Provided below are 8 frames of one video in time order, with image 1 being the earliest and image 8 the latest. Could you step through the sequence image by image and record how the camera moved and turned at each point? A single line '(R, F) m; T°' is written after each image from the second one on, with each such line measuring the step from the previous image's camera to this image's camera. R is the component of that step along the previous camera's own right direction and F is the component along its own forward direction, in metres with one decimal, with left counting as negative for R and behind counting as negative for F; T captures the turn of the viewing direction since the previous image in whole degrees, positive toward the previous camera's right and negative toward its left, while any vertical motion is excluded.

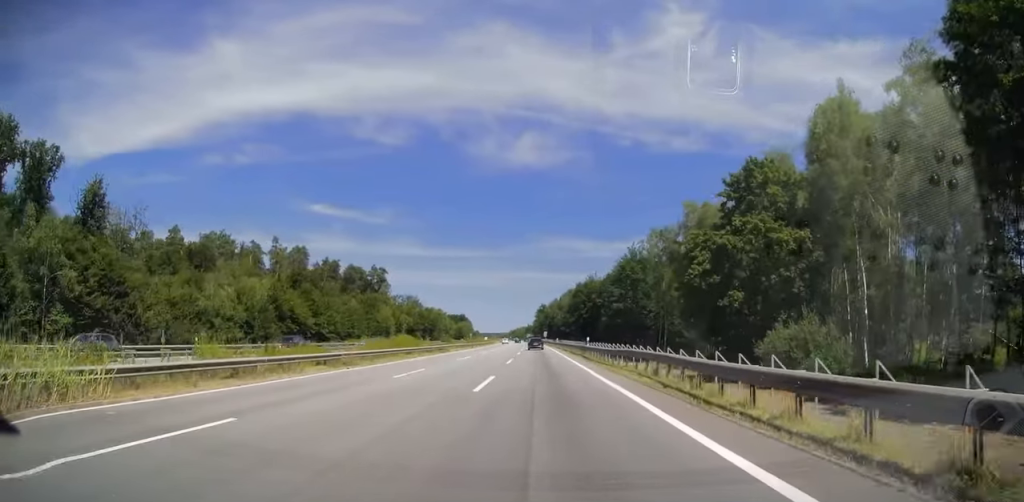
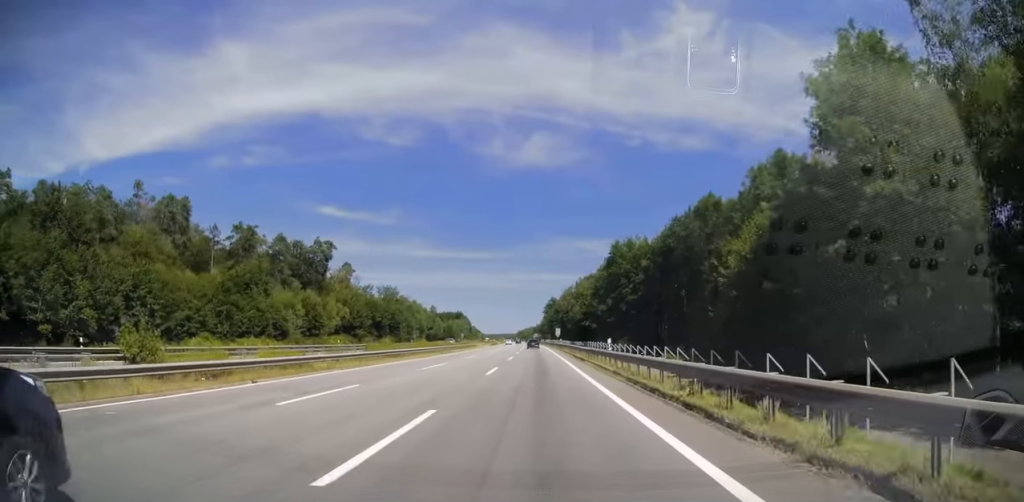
(-1.7, +63.8) m; -2°
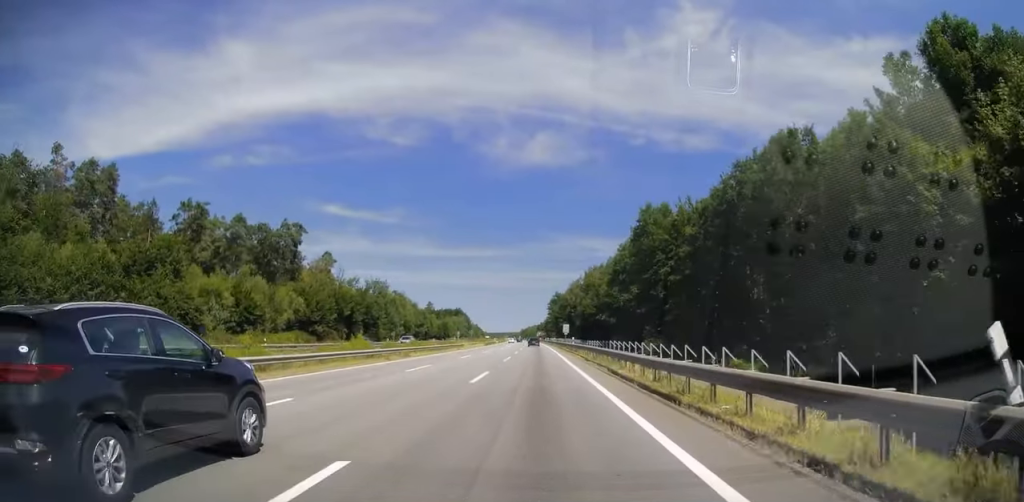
(+0.1, +23.2) m; 0°
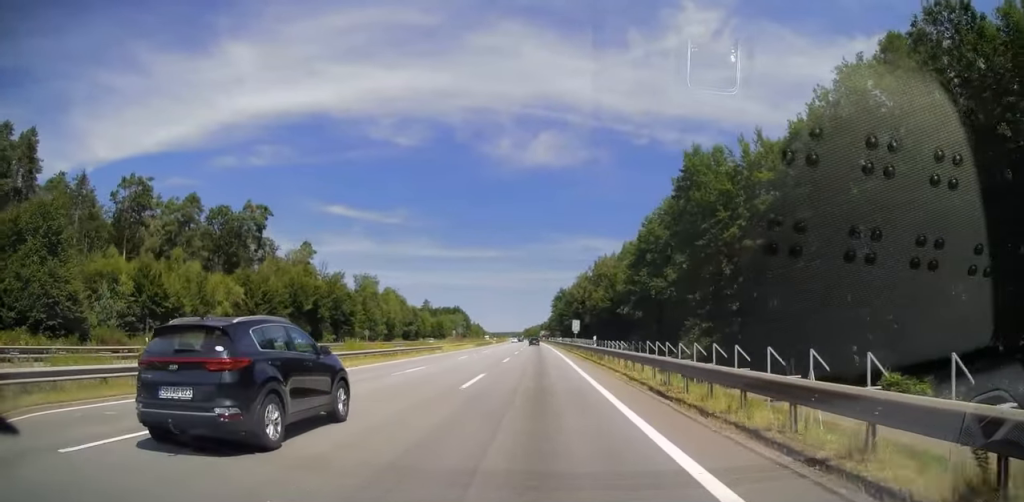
(-0.2, +19.7) m; -1°
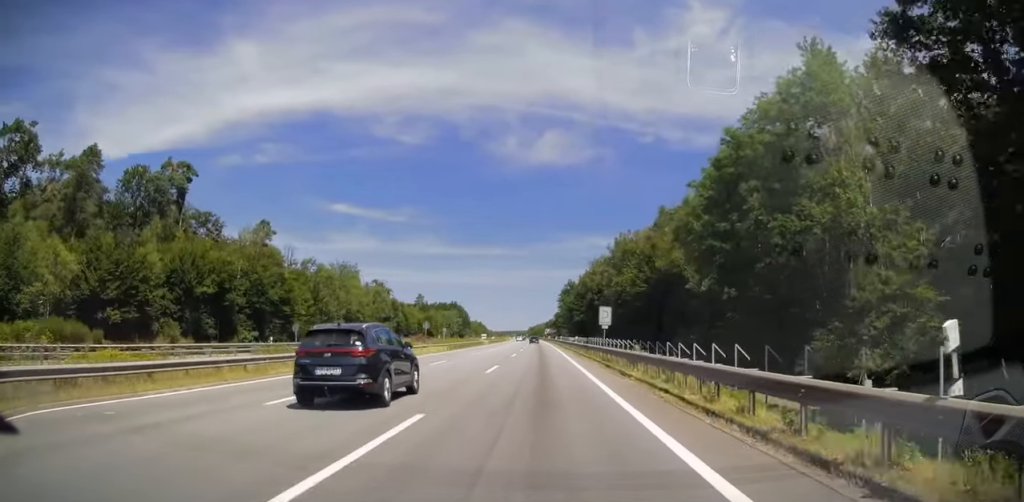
(-0.2, +30.1) m; -1°
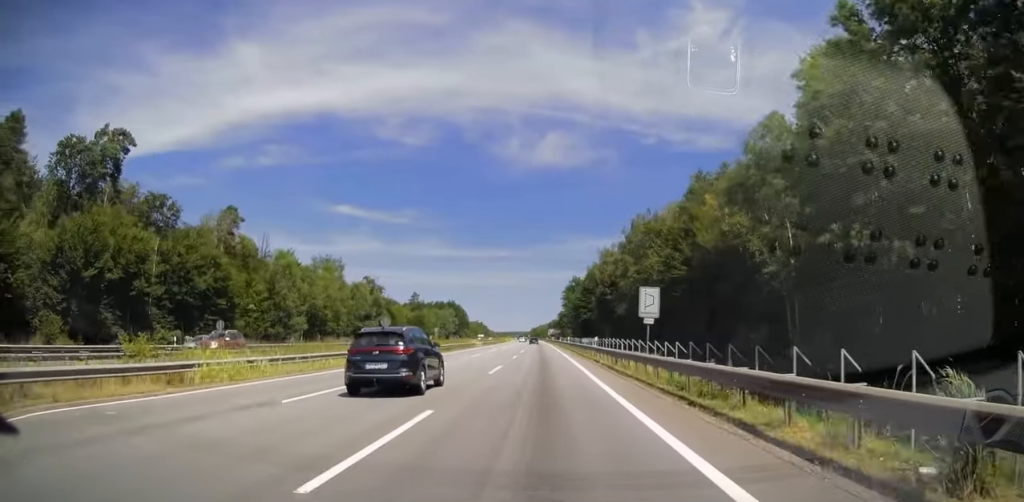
(-0.1, +17.3) m; 0°
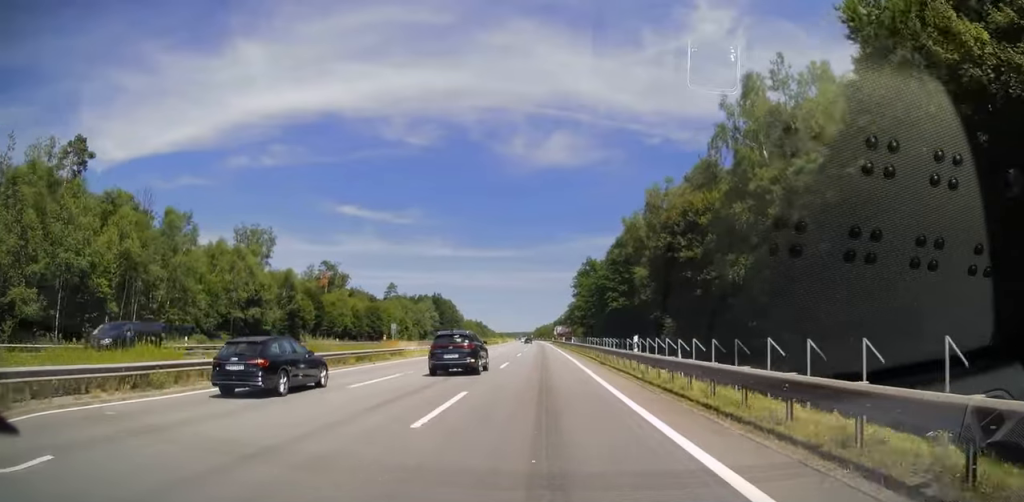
(+0.1, +49.8) m; 0°
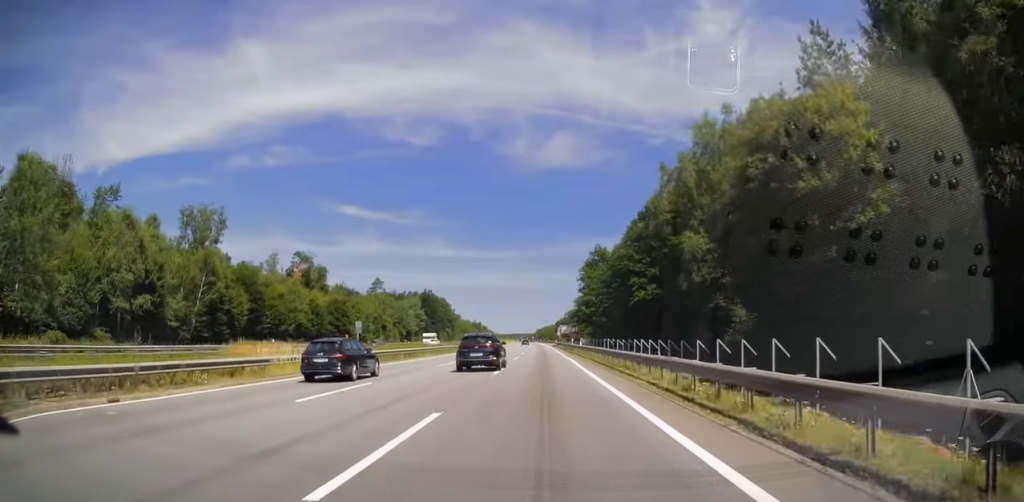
(0.0, +22.1) m; -1°
